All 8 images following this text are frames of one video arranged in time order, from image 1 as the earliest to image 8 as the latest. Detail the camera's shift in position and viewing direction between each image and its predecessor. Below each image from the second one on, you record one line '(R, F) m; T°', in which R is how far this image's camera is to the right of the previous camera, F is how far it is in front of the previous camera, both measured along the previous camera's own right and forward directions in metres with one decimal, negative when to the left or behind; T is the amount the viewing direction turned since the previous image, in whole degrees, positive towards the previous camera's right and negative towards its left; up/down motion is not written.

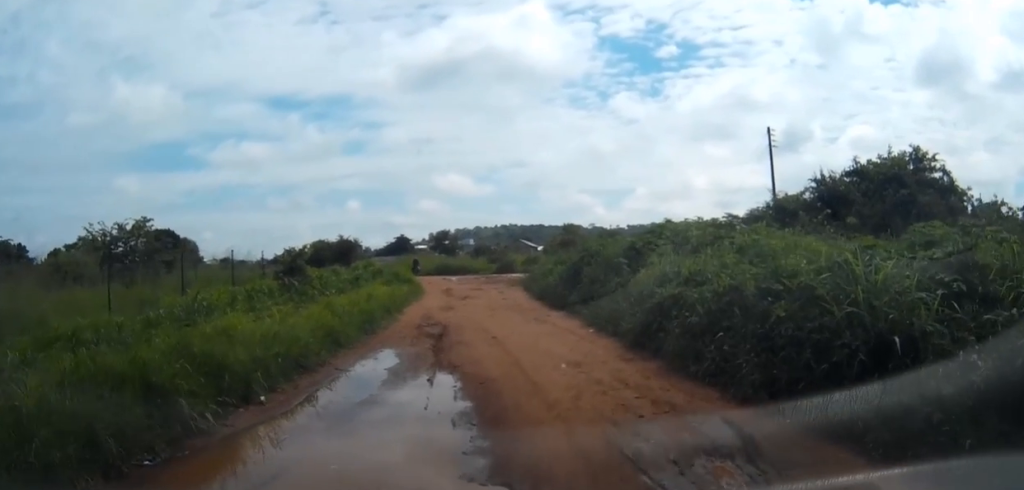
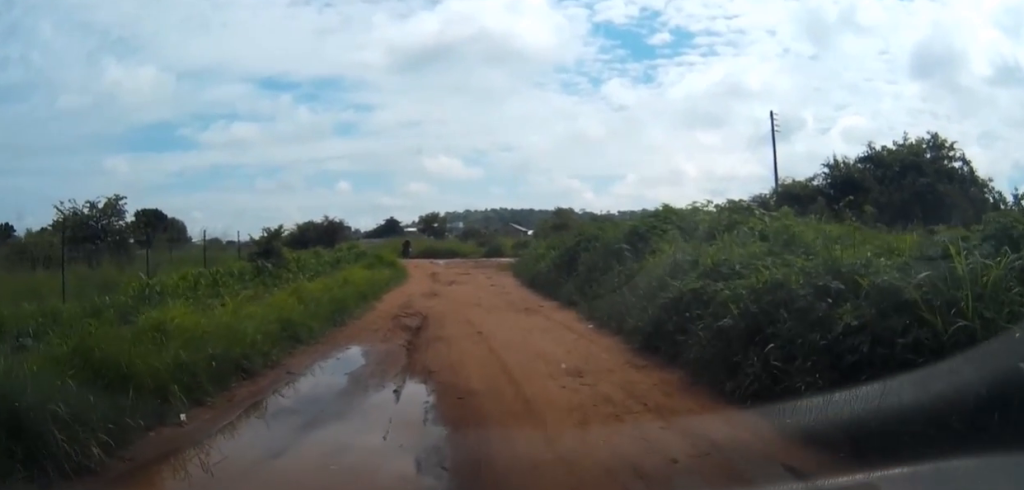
(+0.1, +1.6) m; +4°
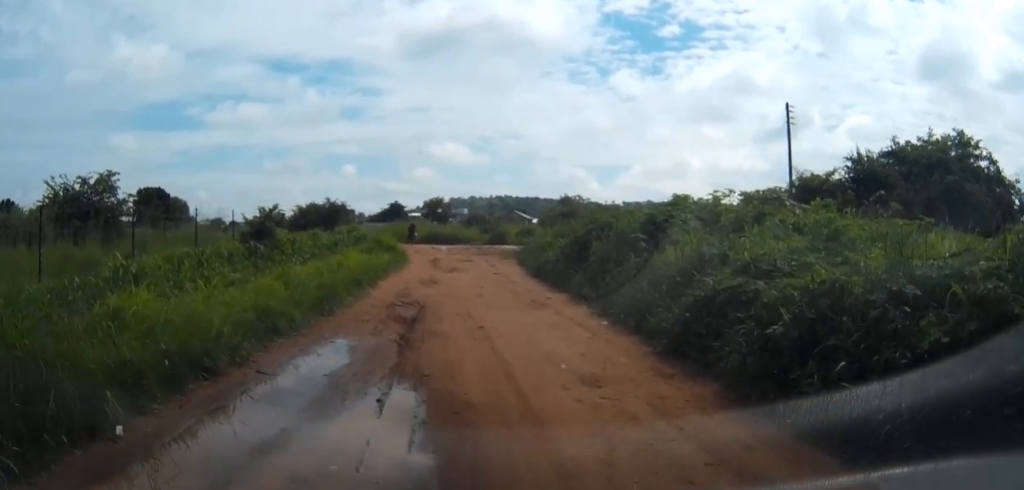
(0.0, +1.1) m; 0°
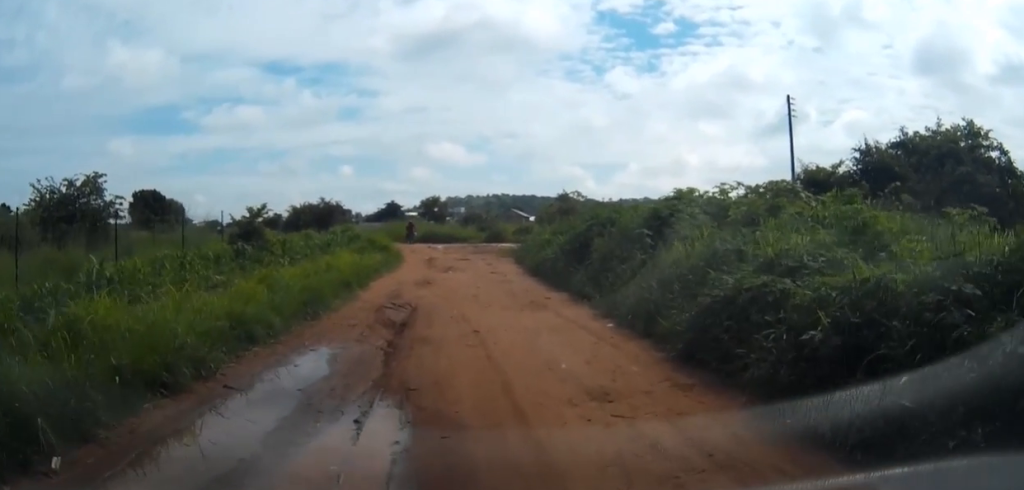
(0.0, +0.8) m; 0°
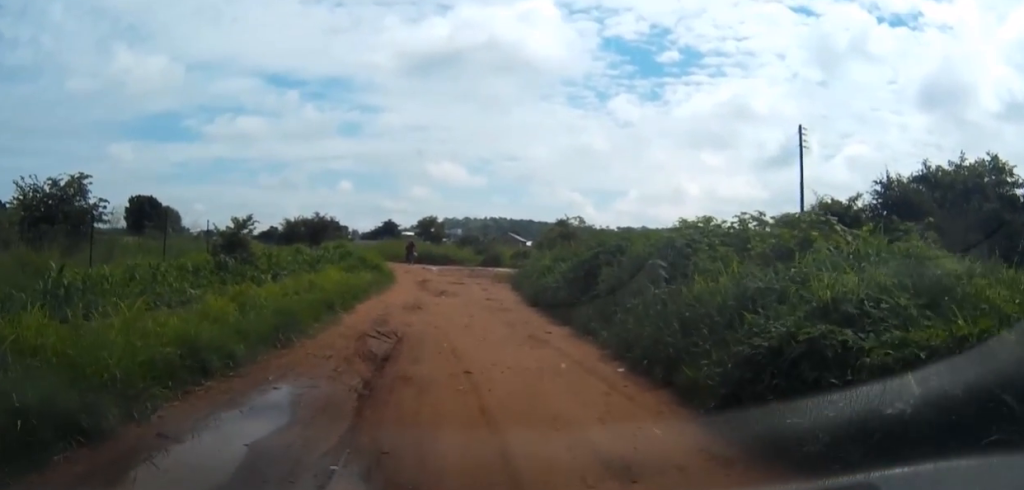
(0.0, +1.4) m; -1°
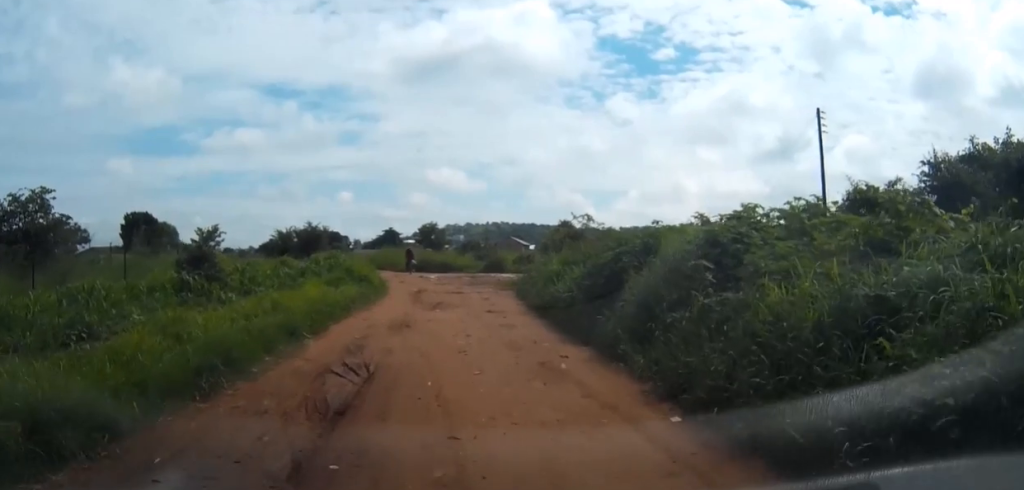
(0.0, +2.6) m; 0°
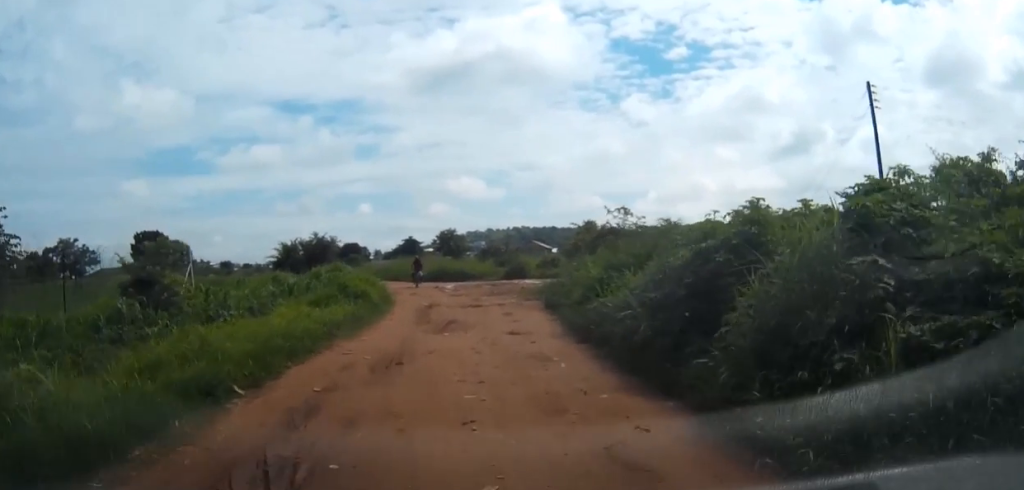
(+0.1, +3.7) m; -2°
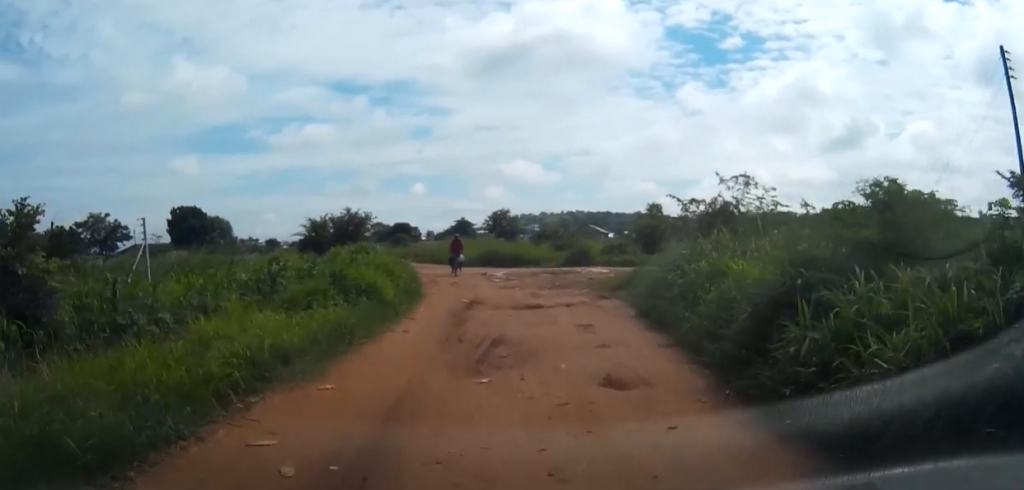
(-0.3, +6.3) m; -5°
